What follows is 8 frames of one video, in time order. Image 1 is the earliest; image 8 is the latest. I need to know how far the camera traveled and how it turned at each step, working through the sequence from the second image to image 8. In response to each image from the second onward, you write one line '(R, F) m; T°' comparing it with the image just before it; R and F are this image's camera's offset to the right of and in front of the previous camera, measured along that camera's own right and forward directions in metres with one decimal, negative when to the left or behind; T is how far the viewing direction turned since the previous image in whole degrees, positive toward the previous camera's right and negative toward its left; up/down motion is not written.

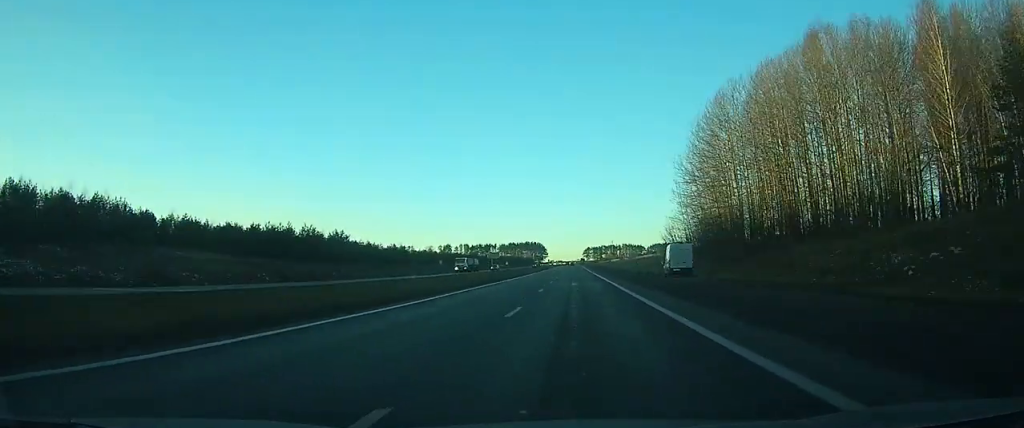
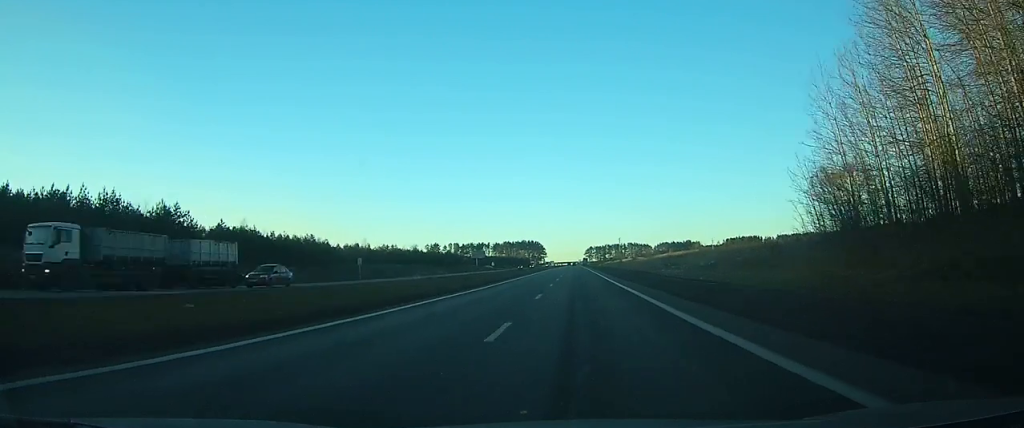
(+0.1, +54.7) m; 0°
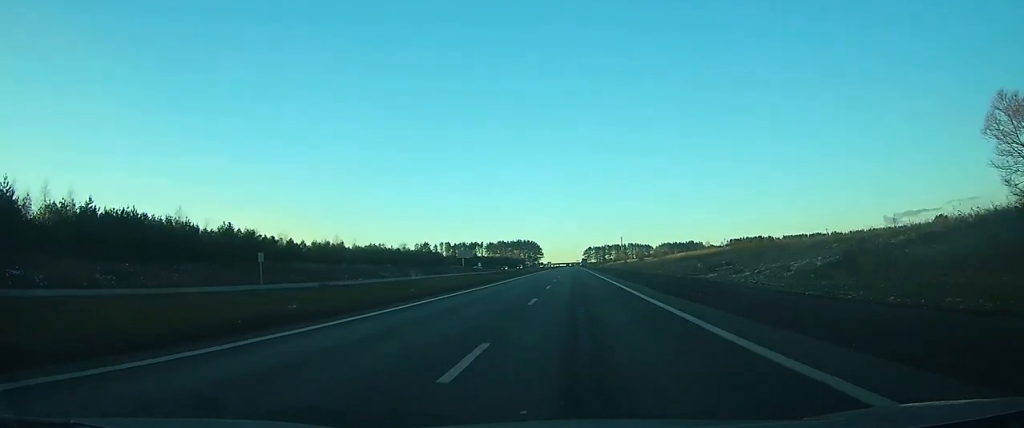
(0.0, +28.6) m; 0°
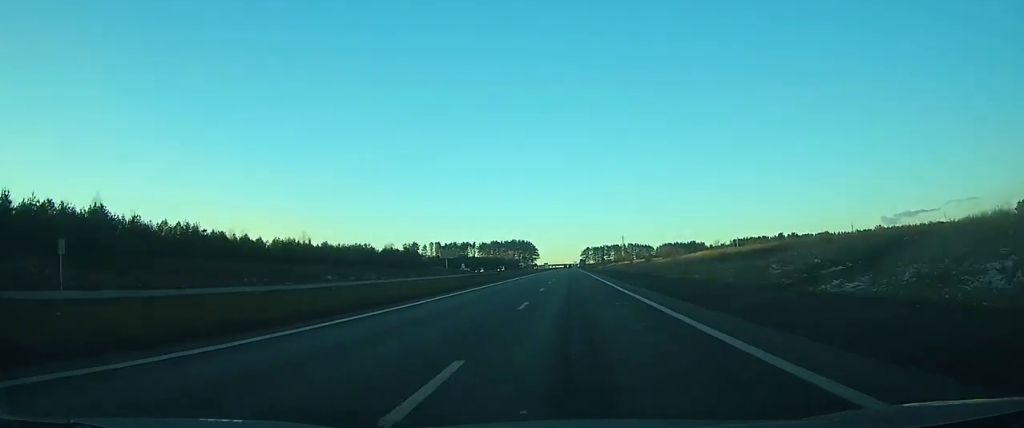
(-0.1, +25.8) m; 0°
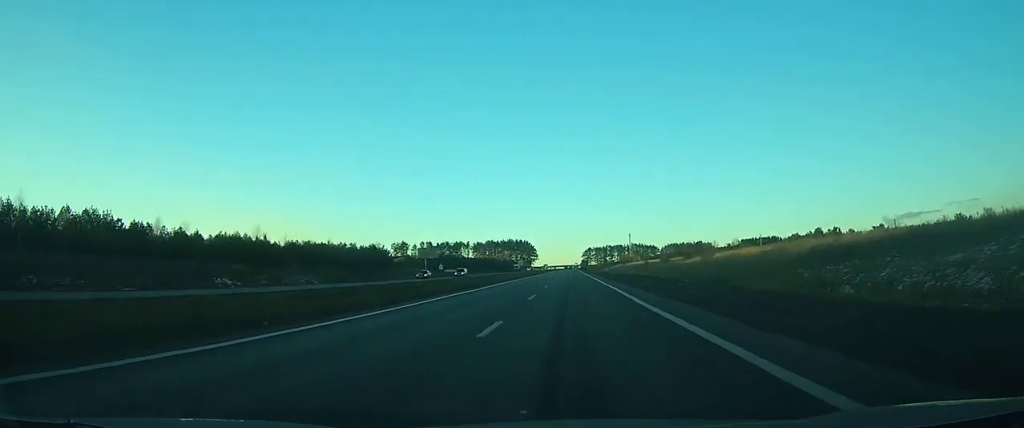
(0.0, +30.1) m; 0°
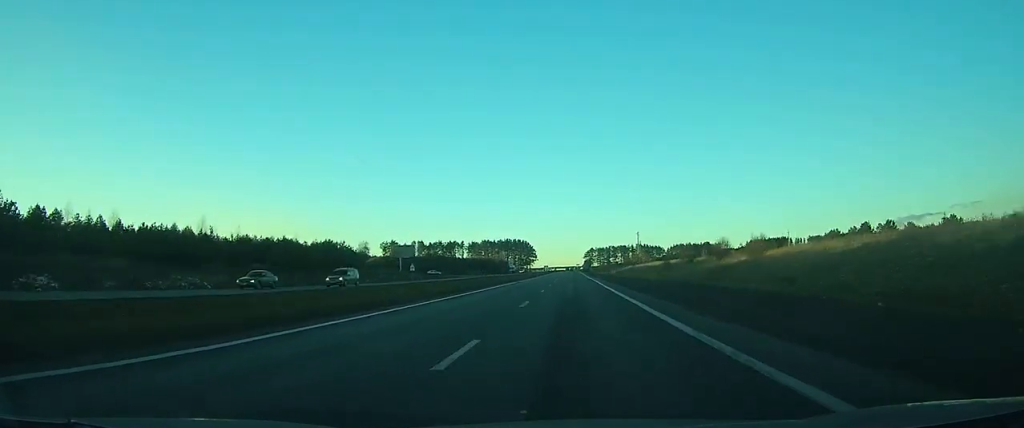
(0.0, +26.2) m; 0°
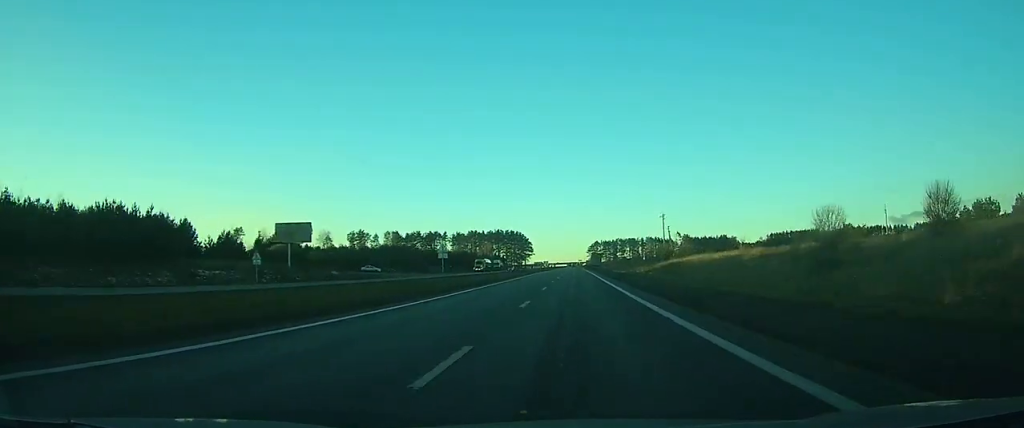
(-0.2, +58.4) m; 0°
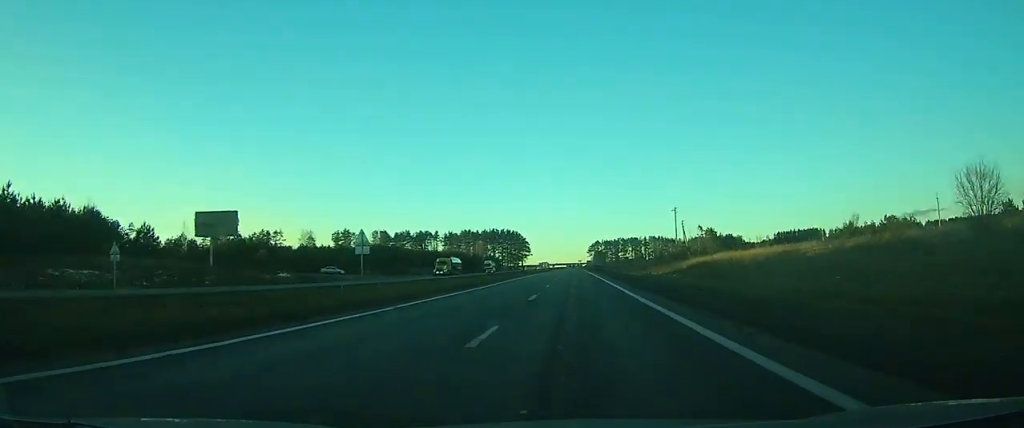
(-0.1, +21.5) m; 0°
